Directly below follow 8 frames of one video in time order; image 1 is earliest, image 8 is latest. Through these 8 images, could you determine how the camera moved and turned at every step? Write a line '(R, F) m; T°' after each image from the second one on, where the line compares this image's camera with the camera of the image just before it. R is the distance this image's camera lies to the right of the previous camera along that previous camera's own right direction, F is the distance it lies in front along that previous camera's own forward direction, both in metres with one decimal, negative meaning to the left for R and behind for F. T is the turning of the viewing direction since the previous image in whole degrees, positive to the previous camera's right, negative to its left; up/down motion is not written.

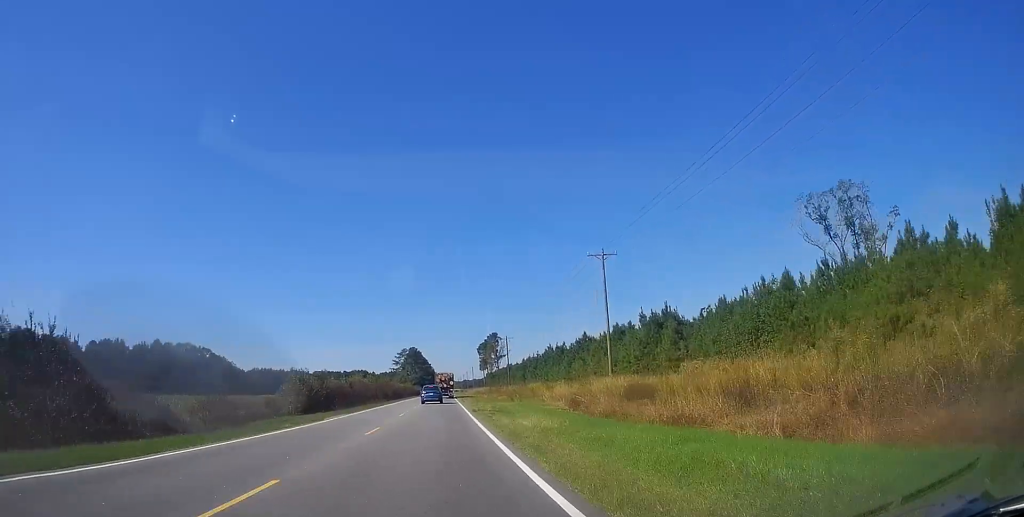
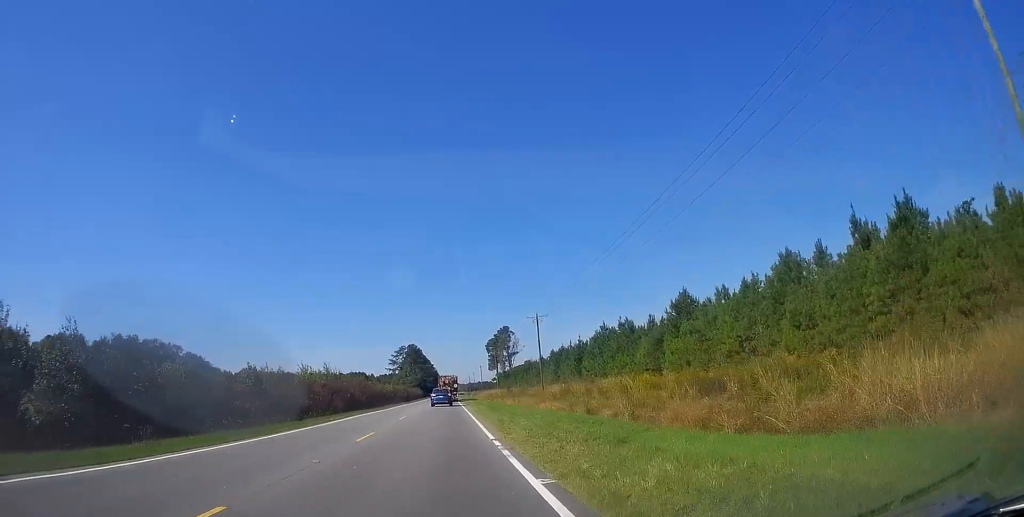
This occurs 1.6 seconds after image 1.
(+0.4, +39.4) m; +1°
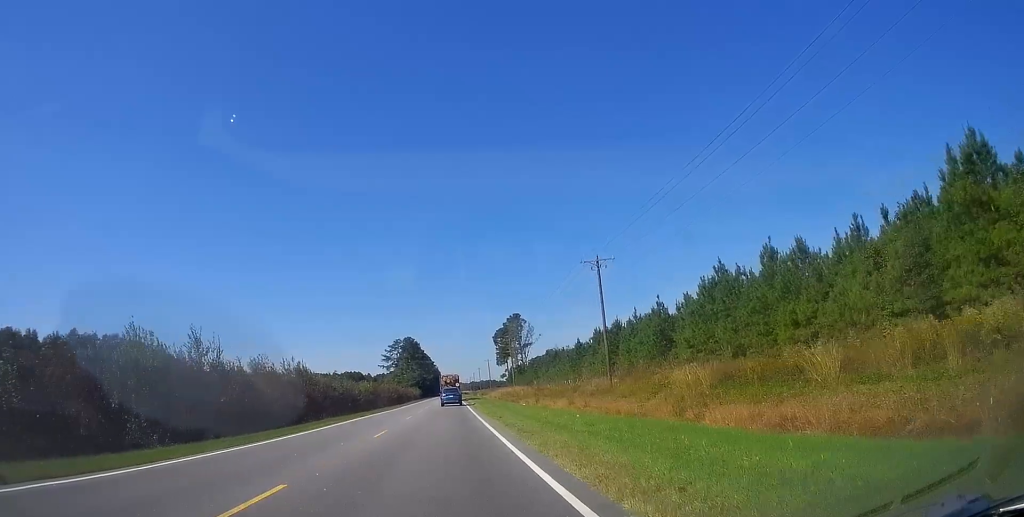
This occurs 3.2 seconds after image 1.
(-0.1, +35.5) m; 0°
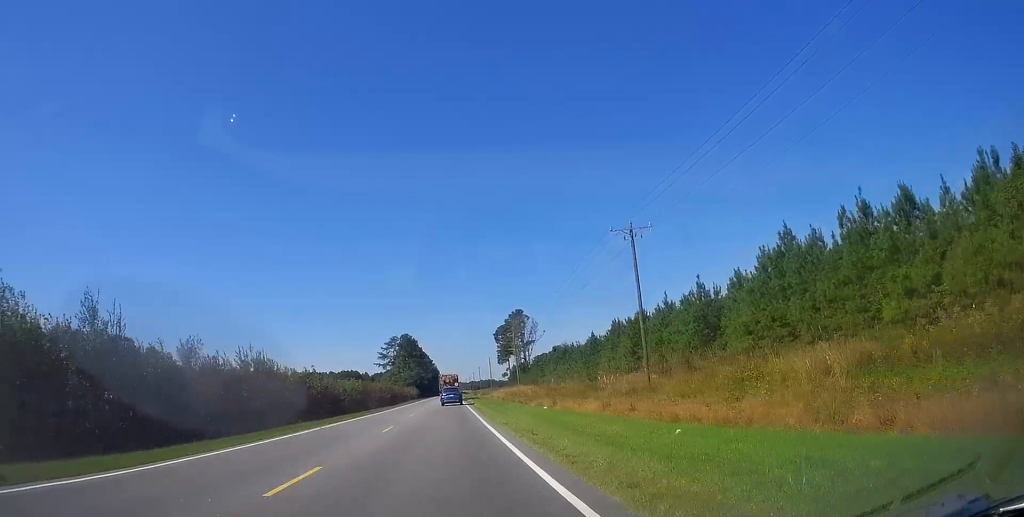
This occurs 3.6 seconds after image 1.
(+0.1, +10.0) m; 0°
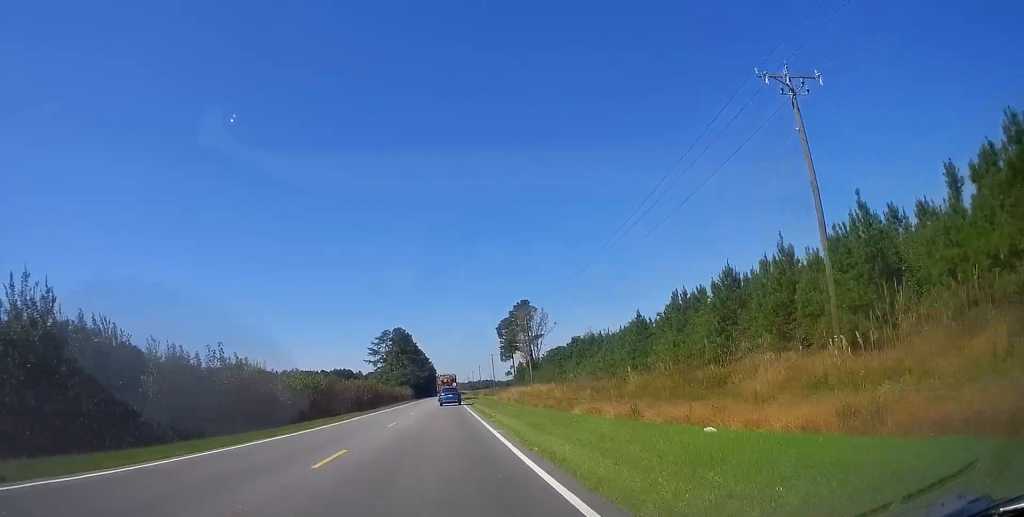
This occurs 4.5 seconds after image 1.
(+0.2, +21.6) m; 0°
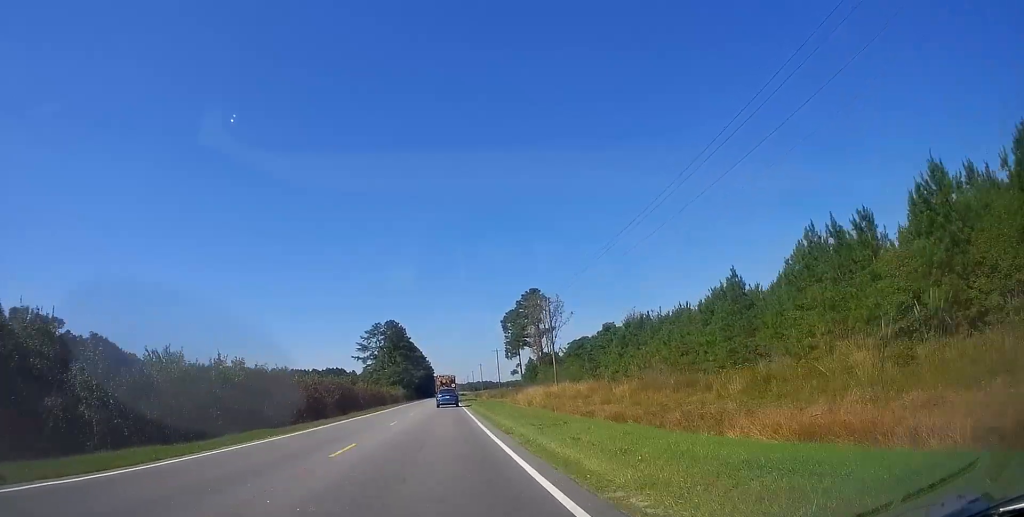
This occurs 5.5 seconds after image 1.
(-0.3, +22.0) m; 0°
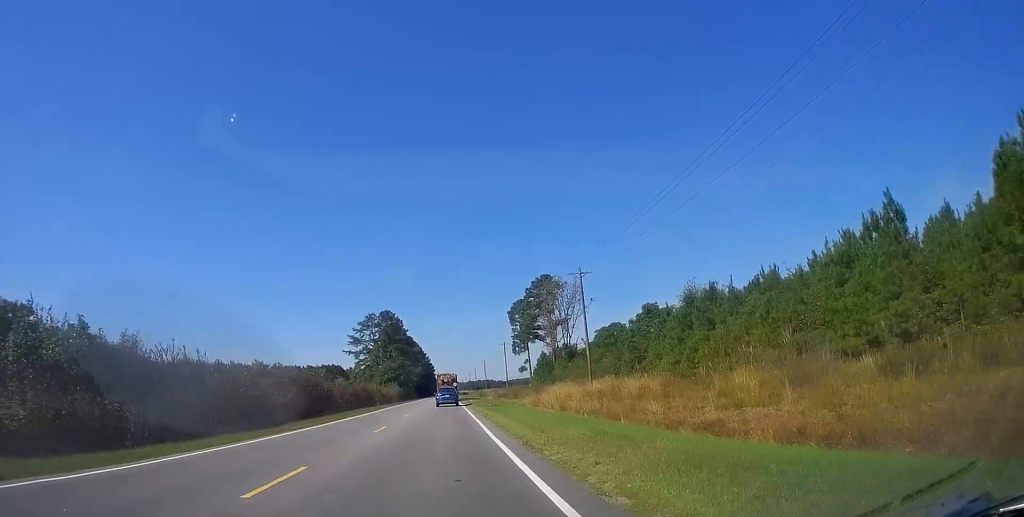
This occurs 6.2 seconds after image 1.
(+0.4, +16.8) m; 0°
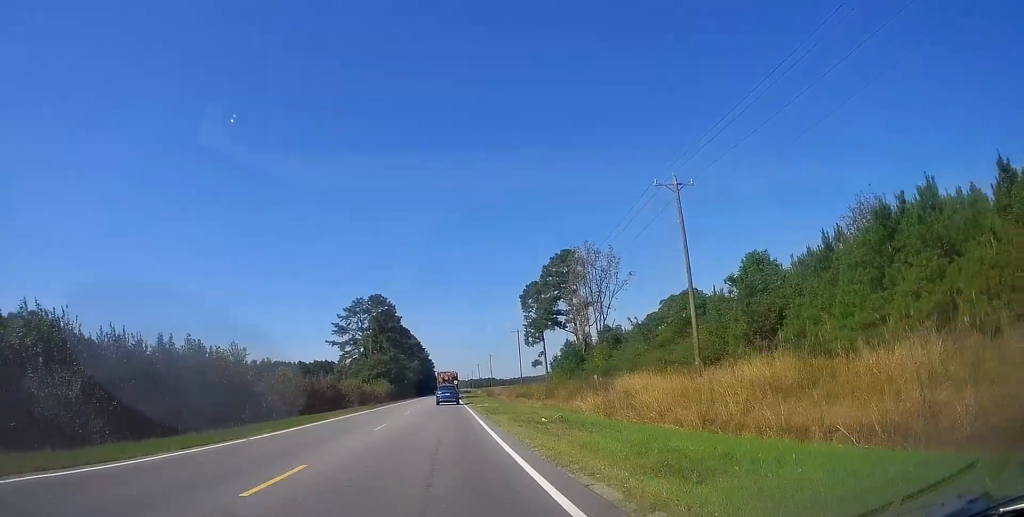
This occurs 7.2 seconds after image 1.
(-0.4, +24.0) m; 0°
